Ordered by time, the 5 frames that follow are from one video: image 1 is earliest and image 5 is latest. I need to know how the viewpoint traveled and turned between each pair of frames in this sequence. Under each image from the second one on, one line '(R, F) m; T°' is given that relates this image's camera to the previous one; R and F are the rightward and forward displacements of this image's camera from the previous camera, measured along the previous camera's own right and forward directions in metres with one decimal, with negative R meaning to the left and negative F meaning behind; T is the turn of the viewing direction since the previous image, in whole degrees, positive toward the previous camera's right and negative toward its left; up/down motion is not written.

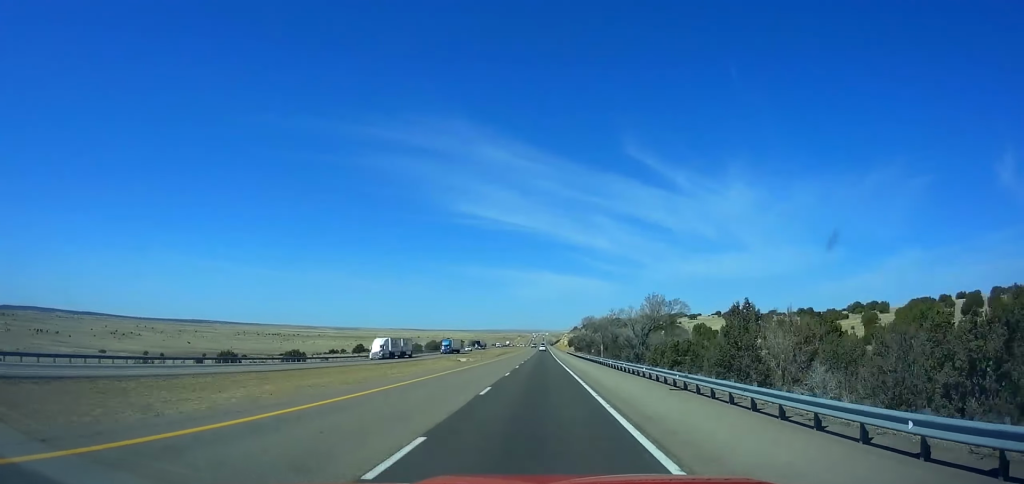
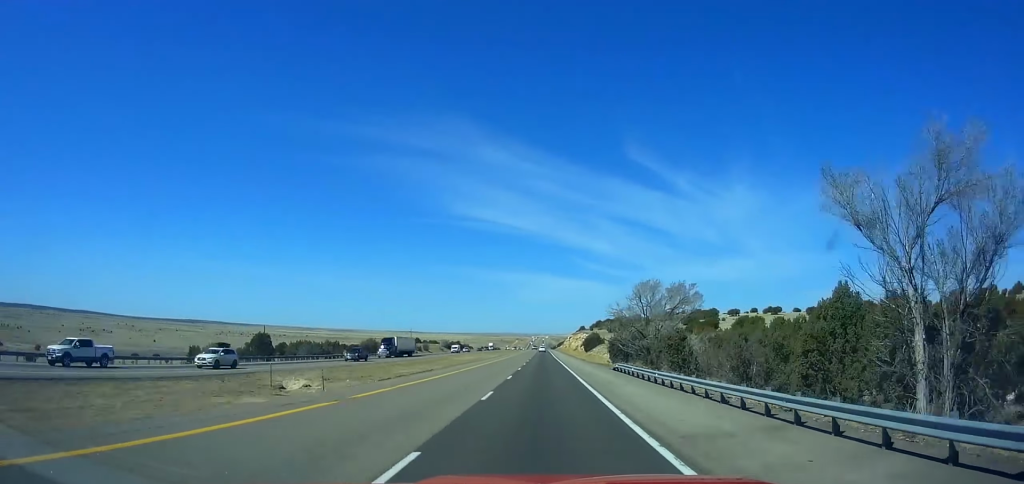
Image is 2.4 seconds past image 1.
(+0.2, +85.9) m; 0°
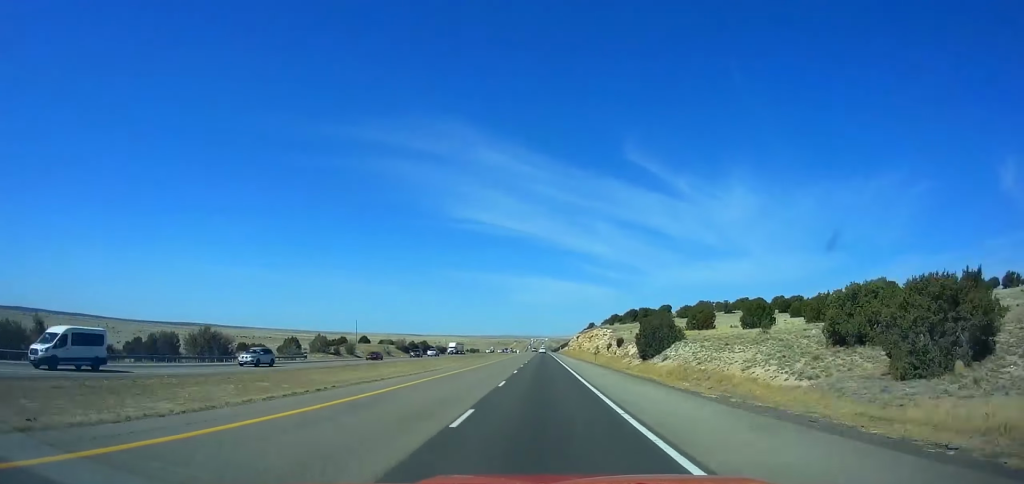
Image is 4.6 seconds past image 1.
(-0.2, +78.7) m; 0°
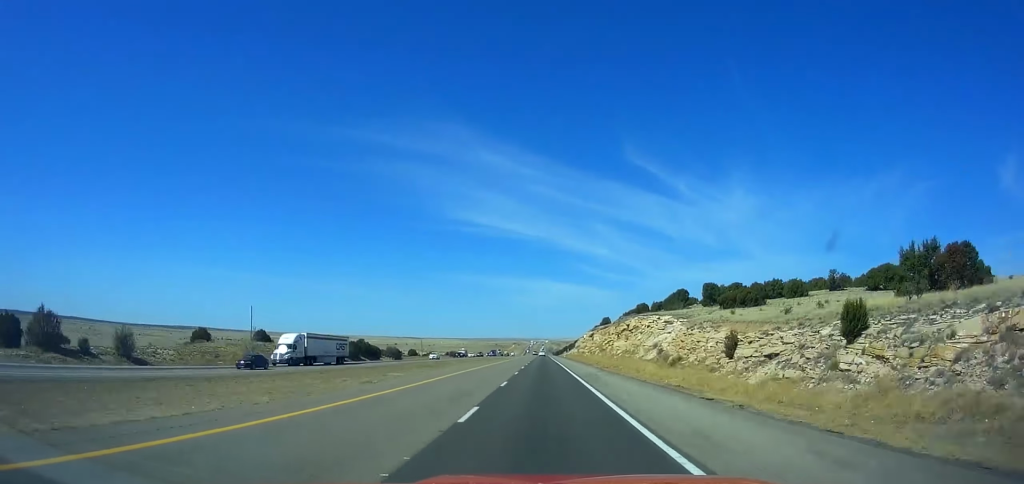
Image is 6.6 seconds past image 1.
(0.0, +71.7) m; 0°
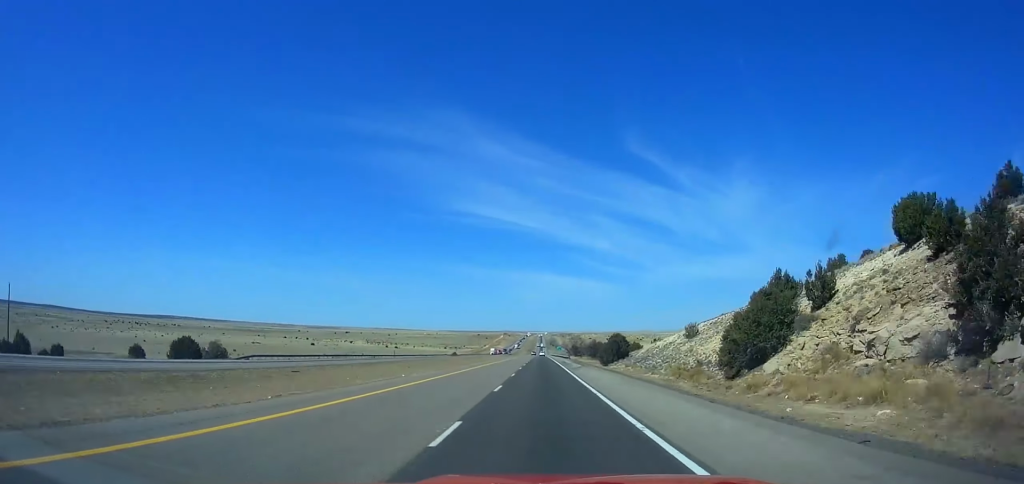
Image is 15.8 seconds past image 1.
(+0.6, +330.6) m; 0°
